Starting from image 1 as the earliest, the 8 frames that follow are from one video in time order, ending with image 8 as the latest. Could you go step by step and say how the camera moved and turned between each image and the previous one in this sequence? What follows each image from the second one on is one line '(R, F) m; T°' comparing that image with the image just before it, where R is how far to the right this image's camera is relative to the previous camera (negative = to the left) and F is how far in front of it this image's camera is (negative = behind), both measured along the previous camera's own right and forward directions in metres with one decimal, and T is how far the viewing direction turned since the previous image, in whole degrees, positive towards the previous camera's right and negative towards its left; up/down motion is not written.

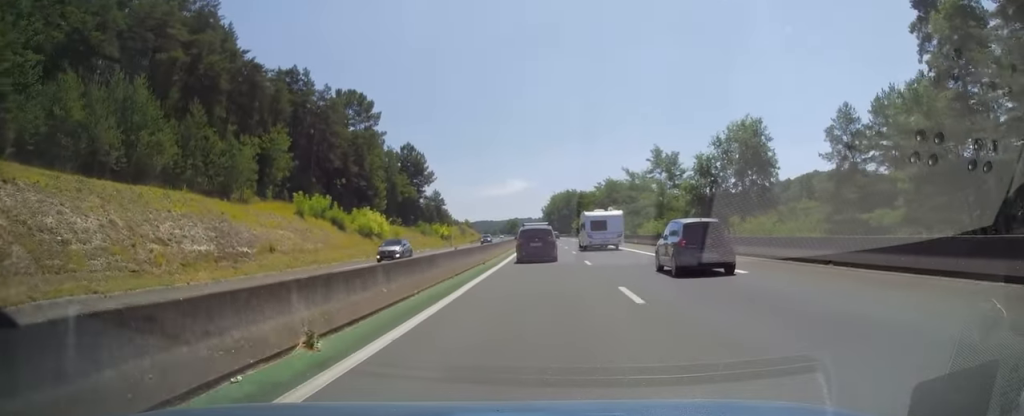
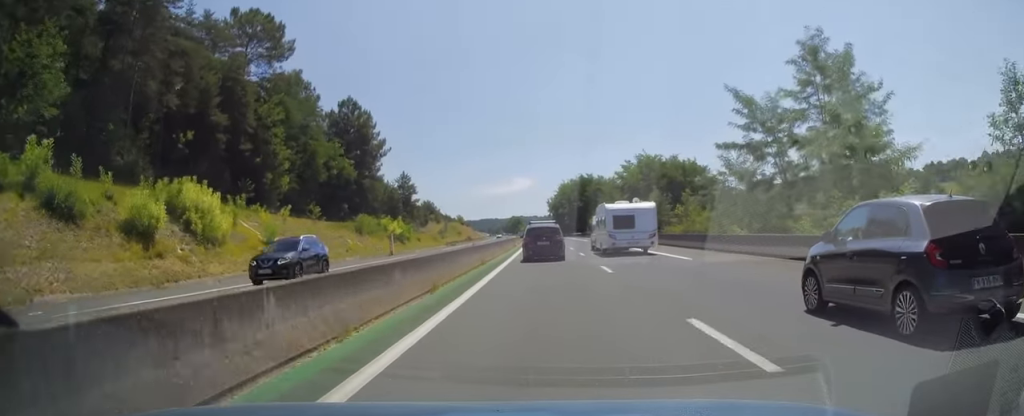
(-0.3, +44.2) m; -1°
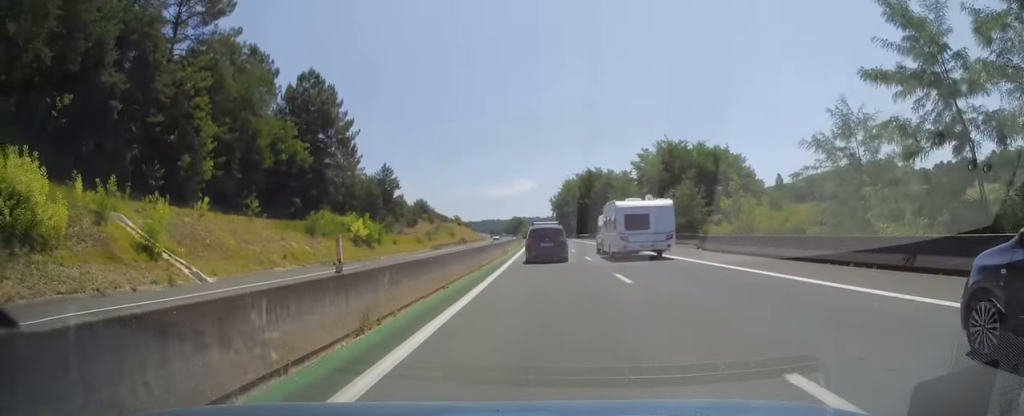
(-0.1, +16.5) m; 0°
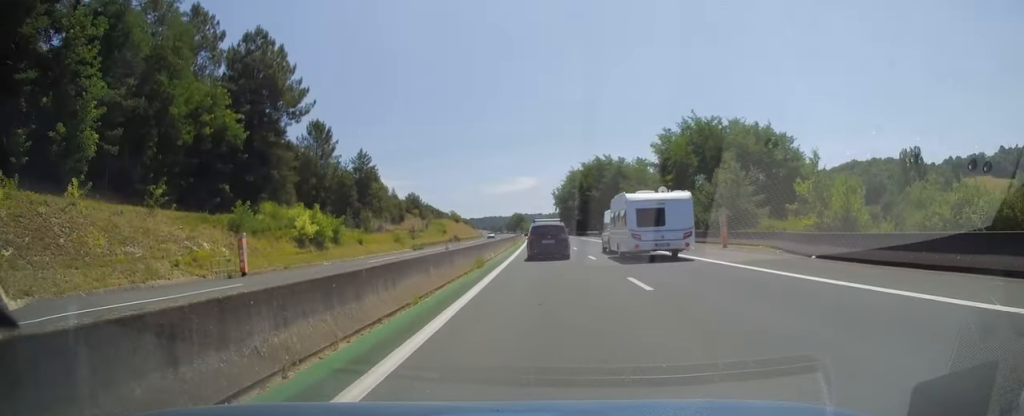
(0.0, +15.3) m; 0°
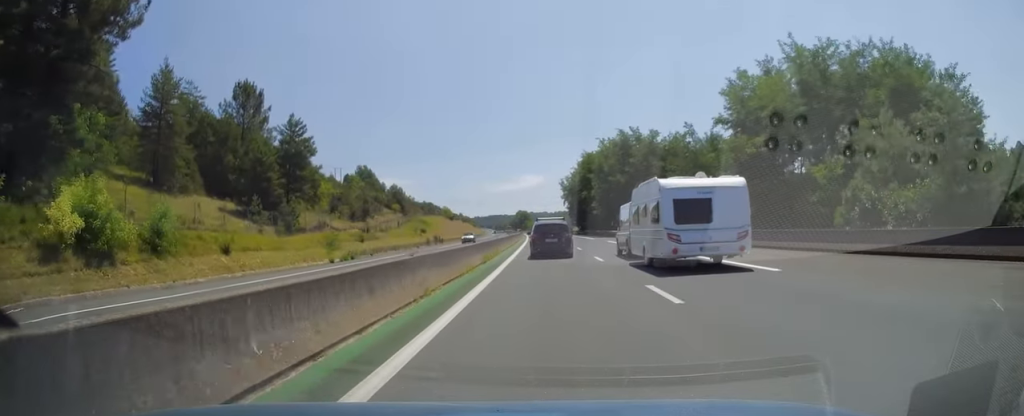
(-0.2, +28.3) m; 0°
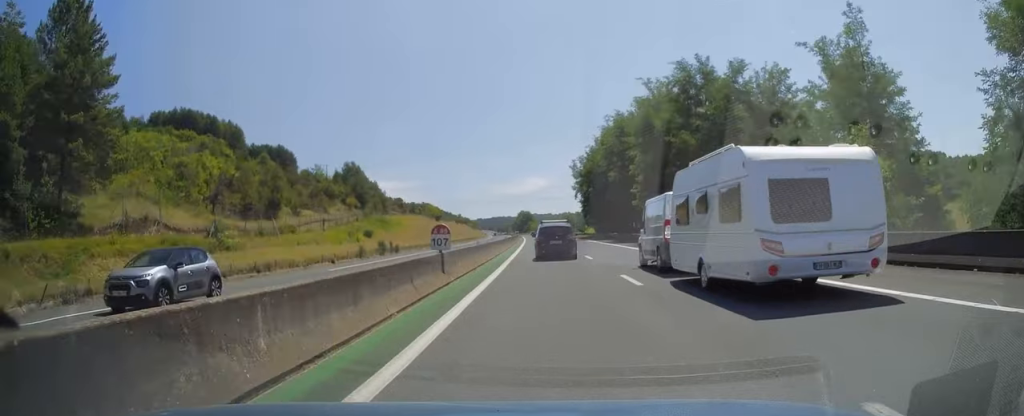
(-0.1, +35.2) m; -1°
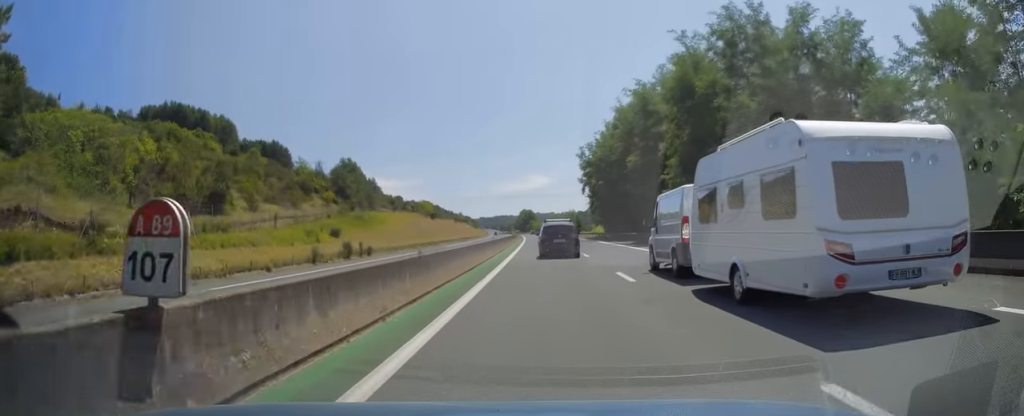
(+0.1, +12.3) m; 0°
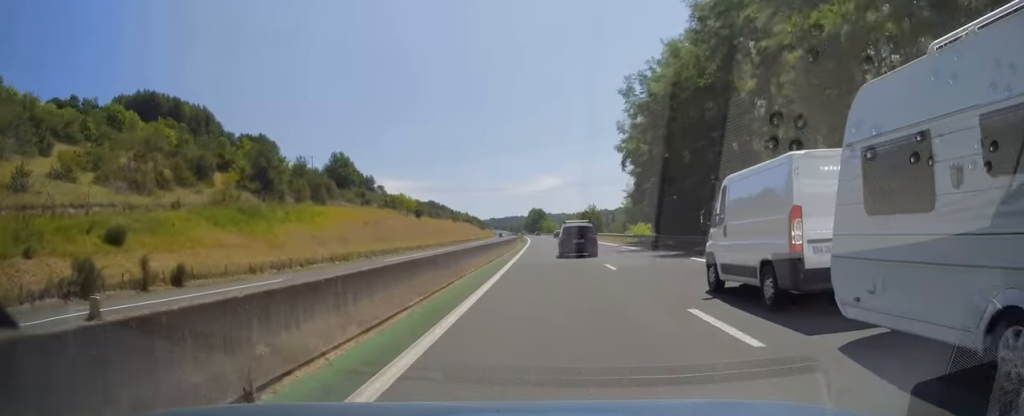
(-0.4, +34.0) m; -1°
